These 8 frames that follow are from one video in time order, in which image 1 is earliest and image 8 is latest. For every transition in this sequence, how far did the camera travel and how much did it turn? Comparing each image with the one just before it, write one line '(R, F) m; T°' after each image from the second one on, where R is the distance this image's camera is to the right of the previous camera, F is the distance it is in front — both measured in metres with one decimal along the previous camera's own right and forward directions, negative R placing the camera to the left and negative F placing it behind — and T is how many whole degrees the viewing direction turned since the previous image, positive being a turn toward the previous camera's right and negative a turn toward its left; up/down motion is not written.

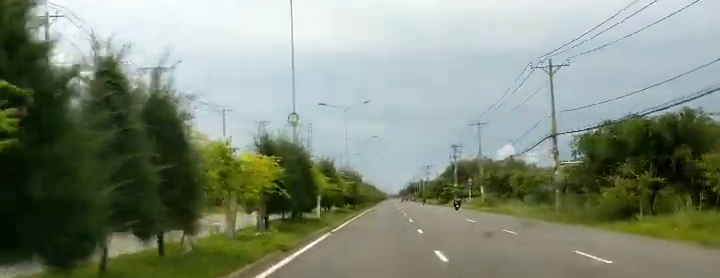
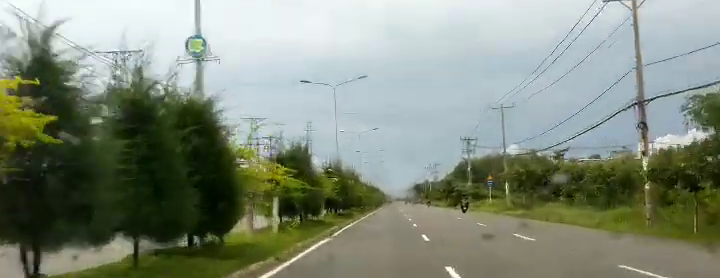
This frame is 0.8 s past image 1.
(+0.3, +16.2) m; 0°
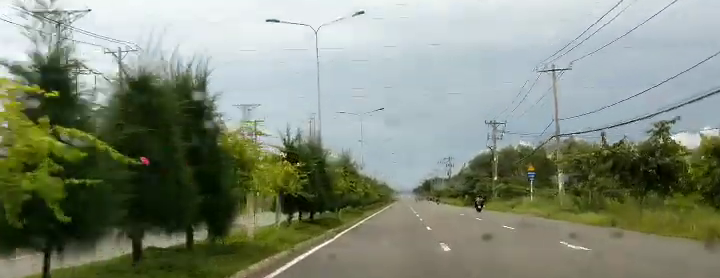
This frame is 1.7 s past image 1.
(-0.1, +18.9) m; -1°
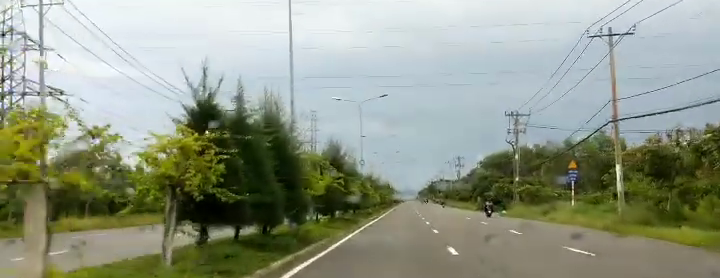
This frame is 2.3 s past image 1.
(-0.1, +12.1) m; -1°
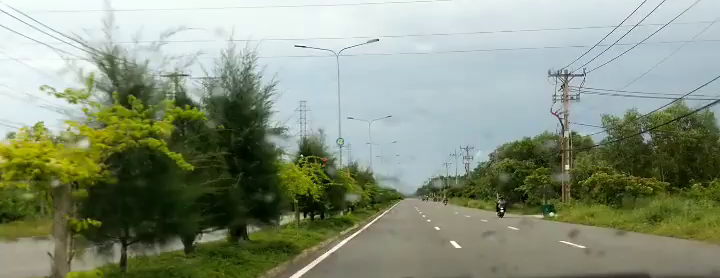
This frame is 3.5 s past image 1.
(-0.2, +22.6) m; -1°
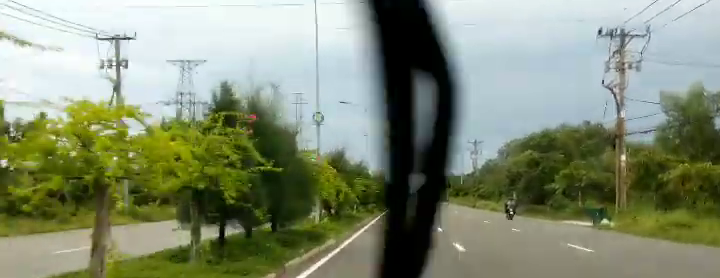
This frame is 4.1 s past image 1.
(-0.1, +12.4) m; -1°
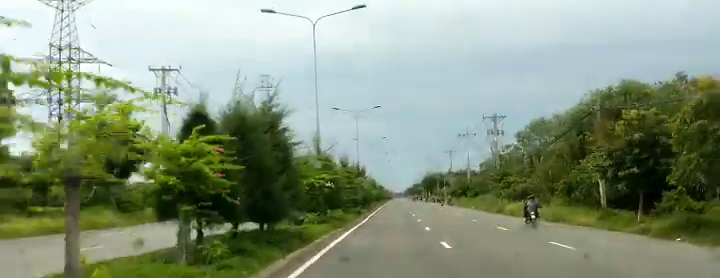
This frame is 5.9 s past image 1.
(+0.9, +34.5) m; +3°
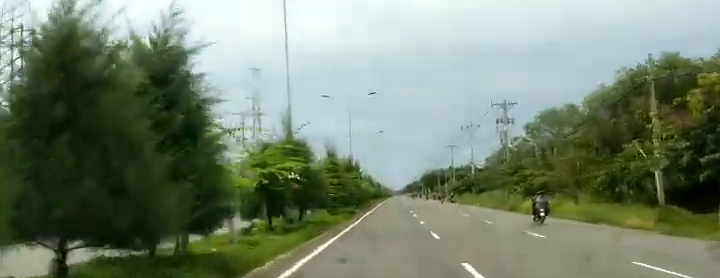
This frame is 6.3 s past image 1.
(+0.2, +8.5) m; 0°
